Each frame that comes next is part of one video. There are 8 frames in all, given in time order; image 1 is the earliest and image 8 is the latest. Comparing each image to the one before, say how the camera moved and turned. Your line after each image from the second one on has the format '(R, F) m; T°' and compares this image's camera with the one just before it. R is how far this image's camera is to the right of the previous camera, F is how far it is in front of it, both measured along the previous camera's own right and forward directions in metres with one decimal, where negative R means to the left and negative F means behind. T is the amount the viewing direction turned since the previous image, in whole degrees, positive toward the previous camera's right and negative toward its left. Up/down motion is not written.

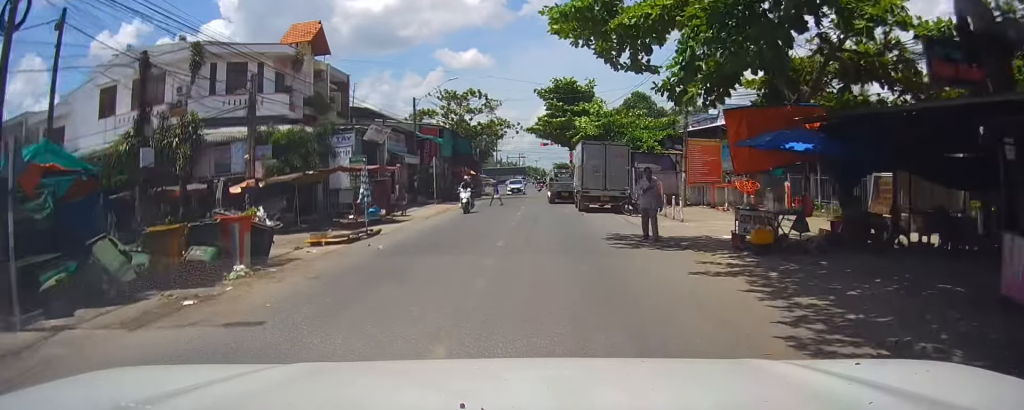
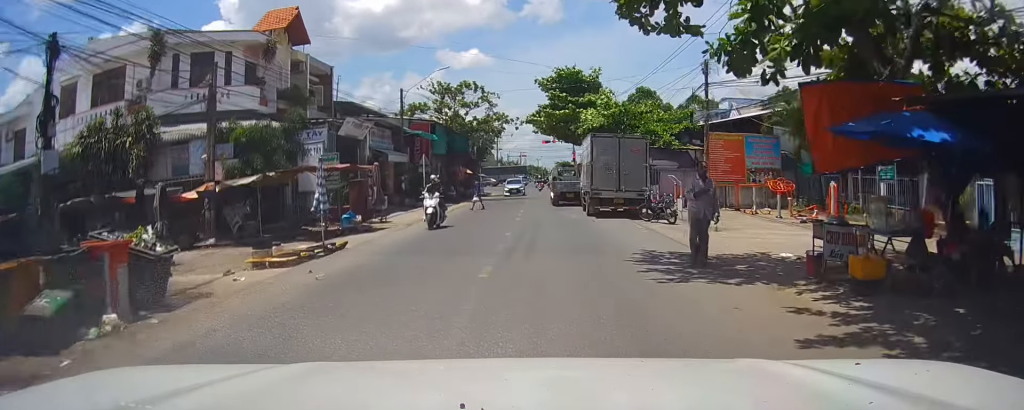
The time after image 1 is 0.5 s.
(-0.1, +4.6) m; +2°
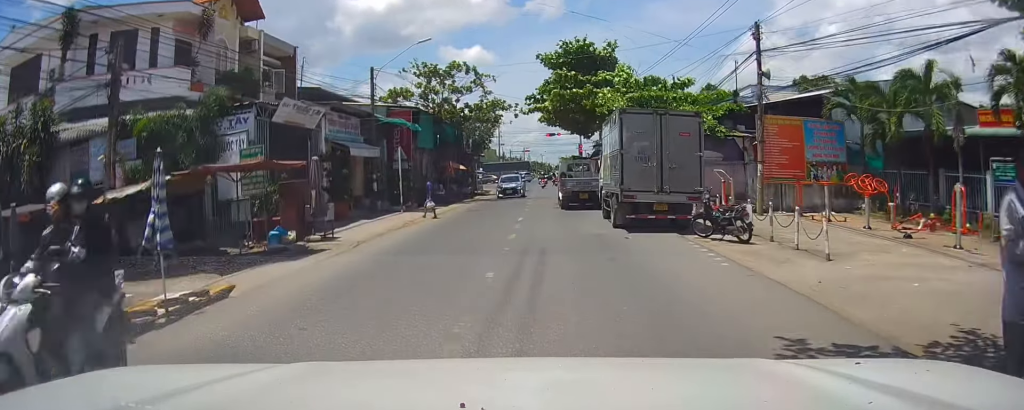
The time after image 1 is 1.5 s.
(+0.6, +7.6) m; +1°
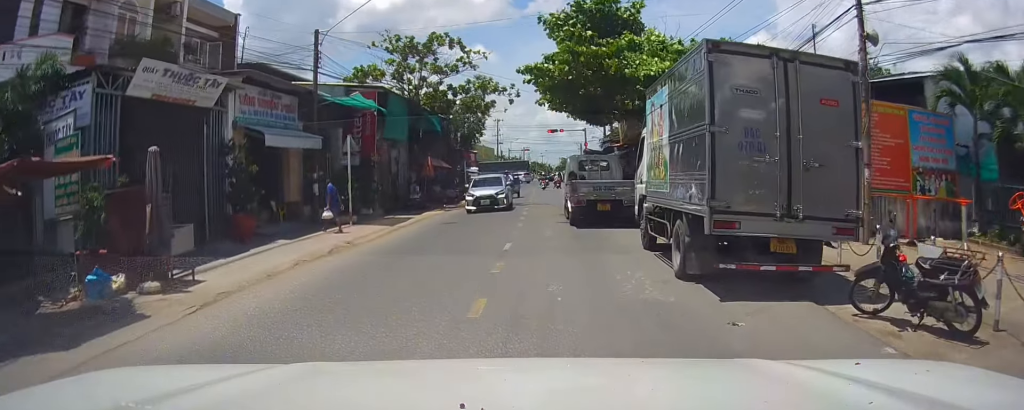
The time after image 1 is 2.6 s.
(-0.7, +8.9) m; -7°
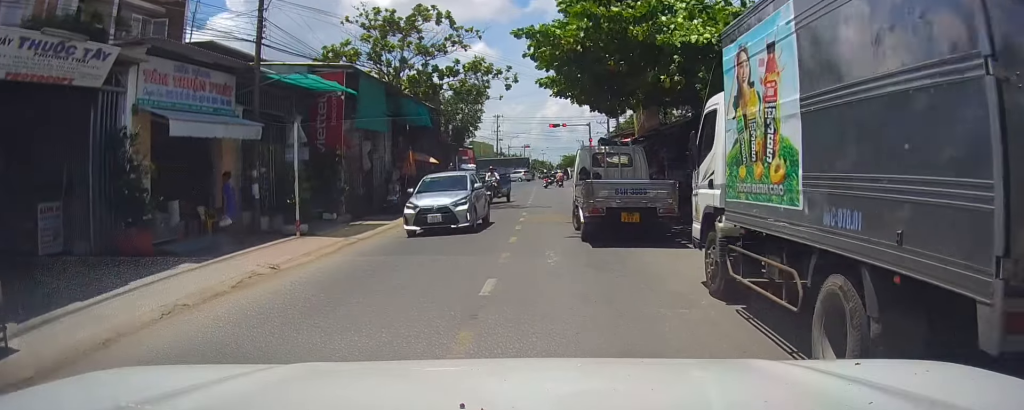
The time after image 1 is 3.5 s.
(-0.3, +6.3) m; +2°
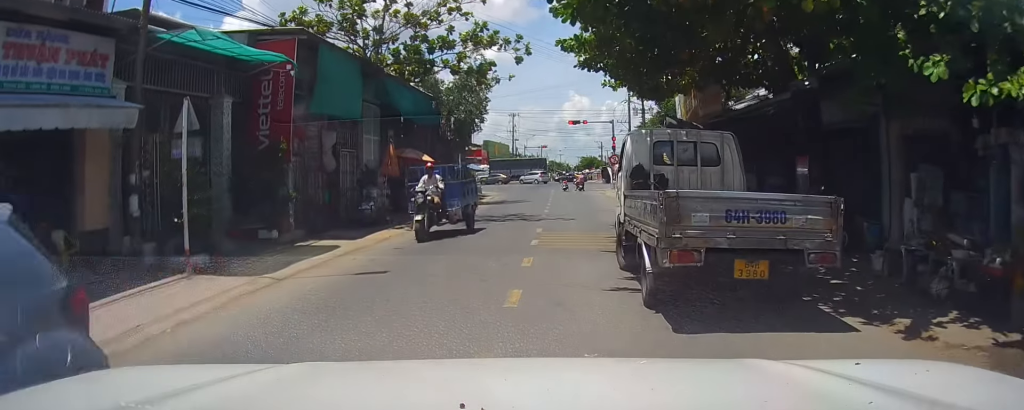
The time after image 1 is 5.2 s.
(+1.1, +8.0) m; +7°
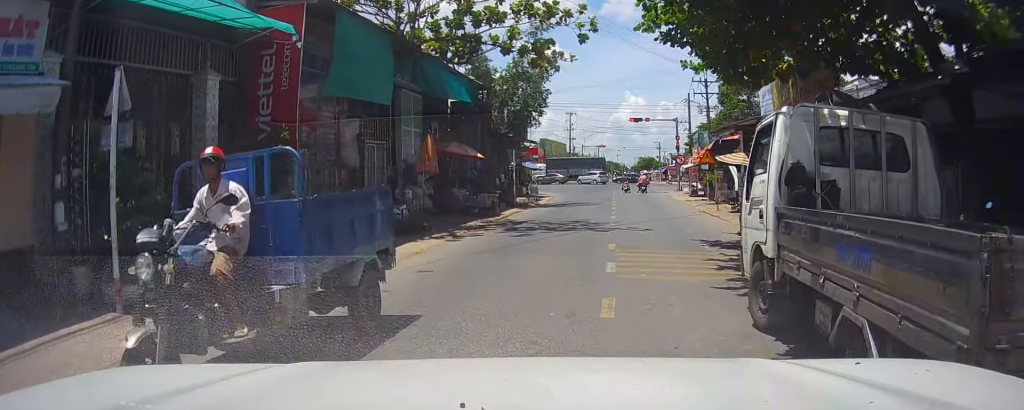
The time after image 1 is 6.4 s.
(-0.3, +4.3) m; -17°
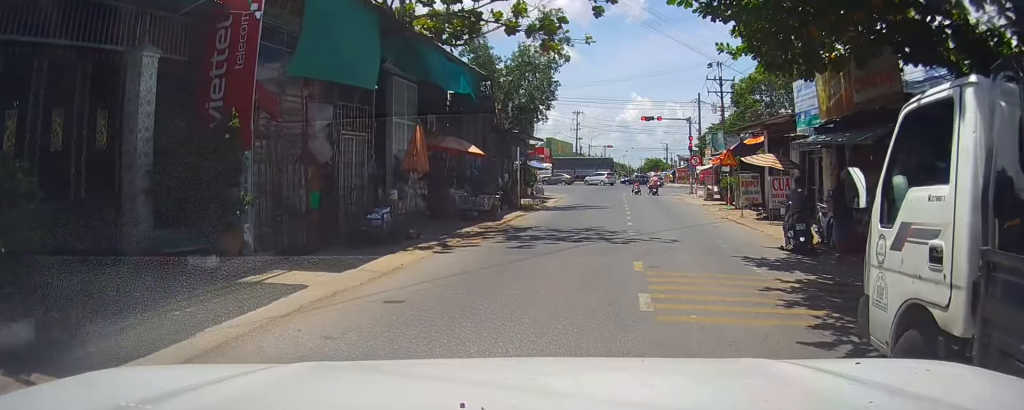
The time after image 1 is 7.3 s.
(-0.5, +2.7) m; -4°
